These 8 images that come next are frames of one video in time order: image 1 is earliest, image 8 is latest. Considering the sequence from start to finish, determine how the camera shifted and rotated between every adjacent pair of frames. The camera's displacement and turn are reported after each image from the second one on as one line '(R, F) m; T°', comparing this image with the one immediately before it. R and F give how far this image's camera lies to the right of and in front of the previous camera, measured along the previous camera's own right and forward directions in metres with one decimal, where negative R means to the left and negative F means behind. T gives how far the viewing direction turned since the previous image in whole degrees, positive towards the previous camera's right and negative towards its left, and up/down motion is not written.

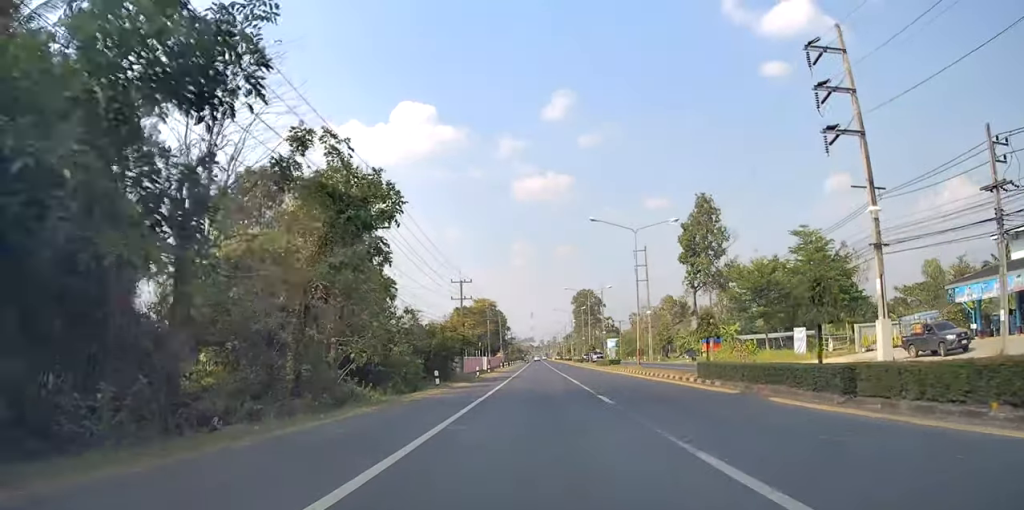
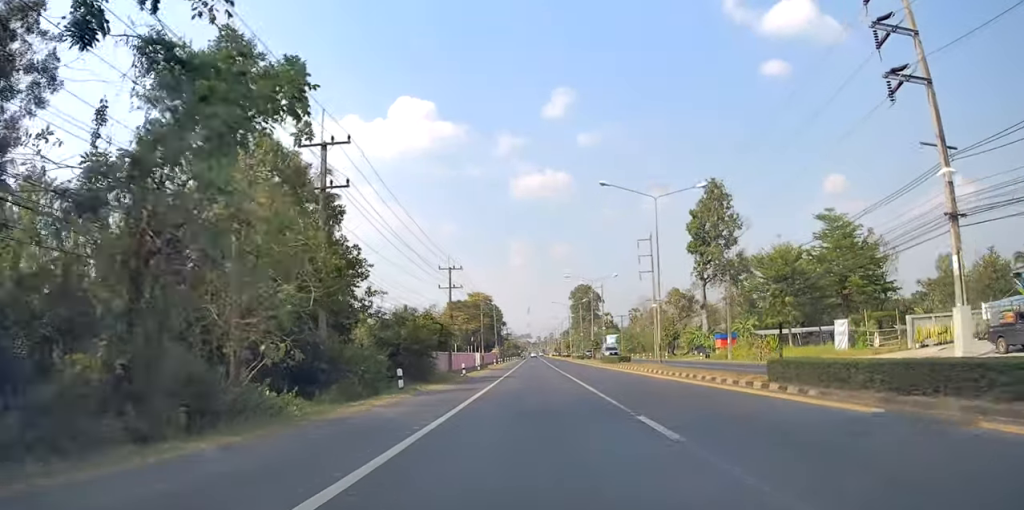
(+0.3, +7.7) m; 0°
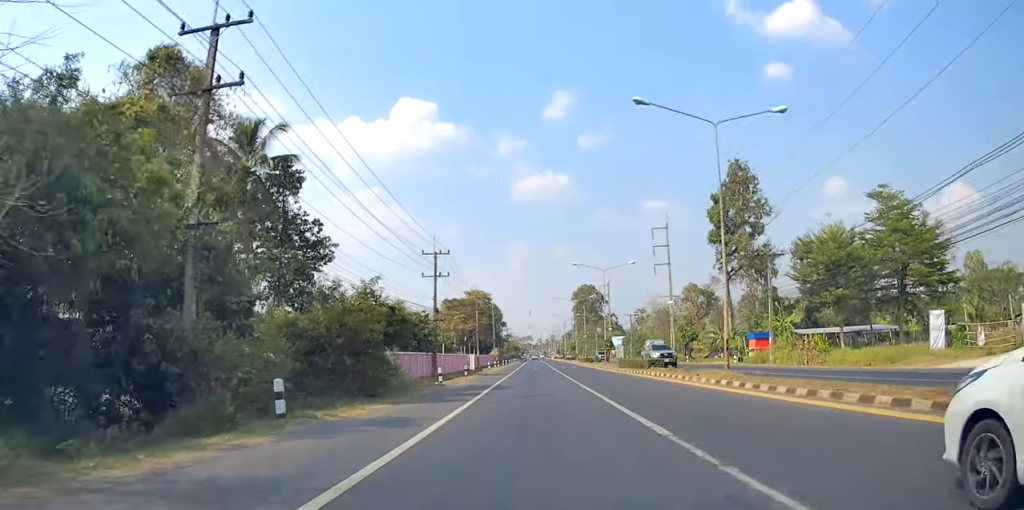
(+0.2, +11.3) m; 0°
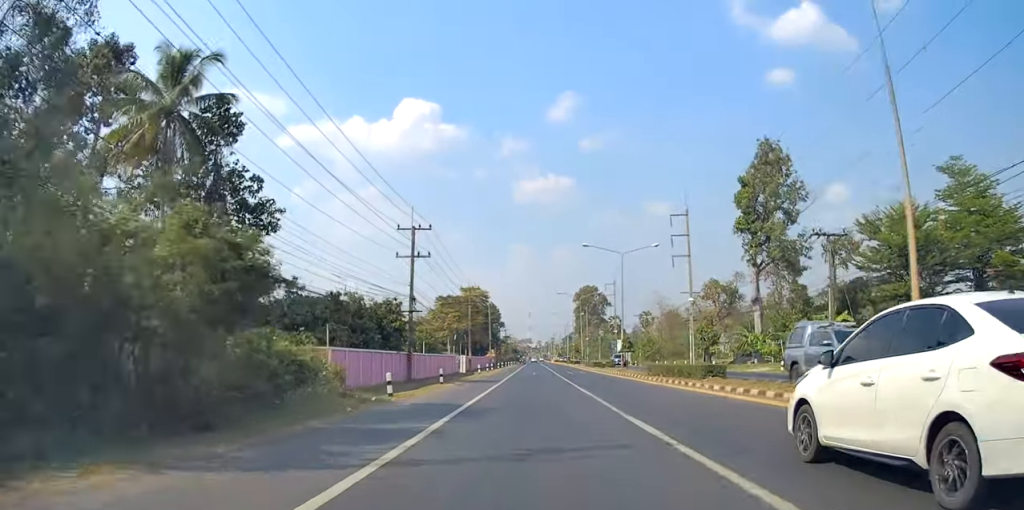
(-0.5, +10.7) m; 0°
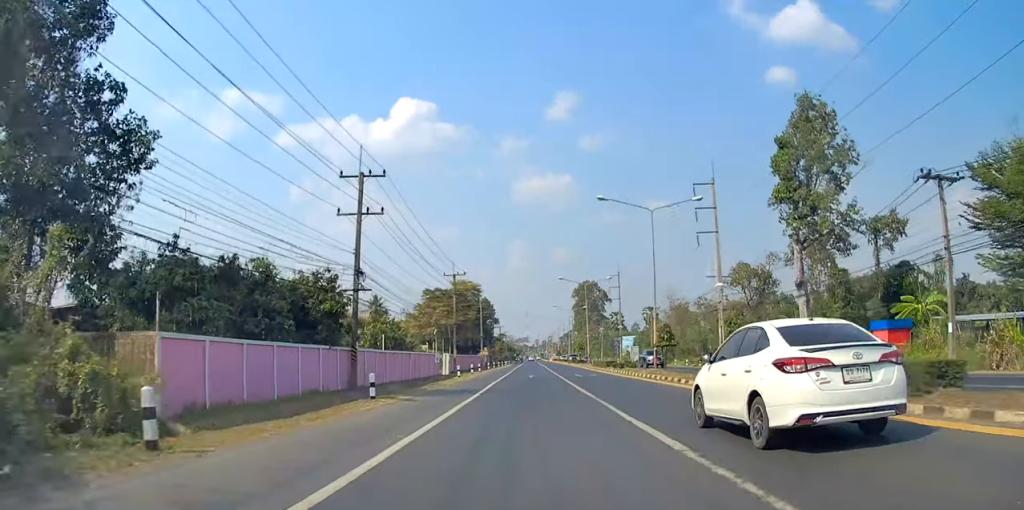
(+0.3, +14.2) m; +2°
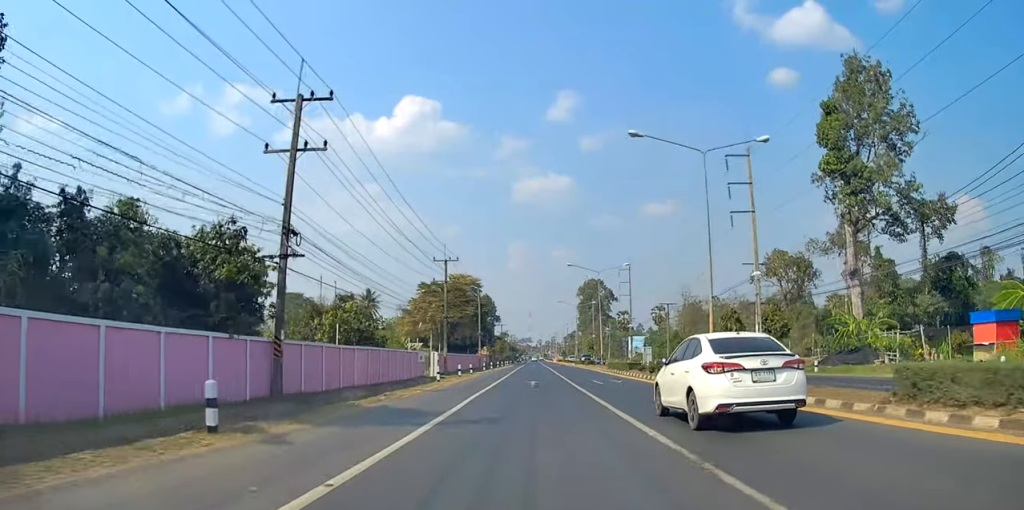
(+0.2, +9.8) m; +1°
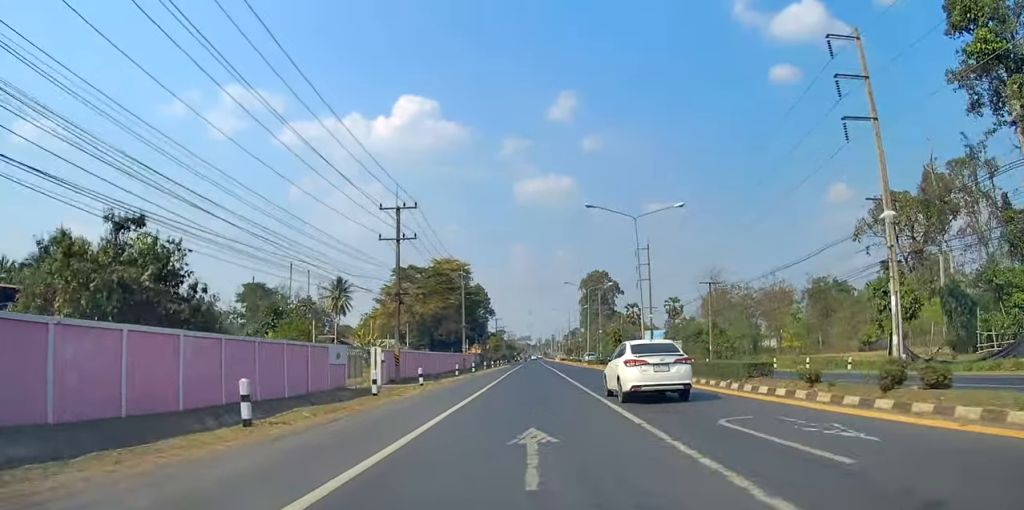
(0.0, +22.7) m; 0°
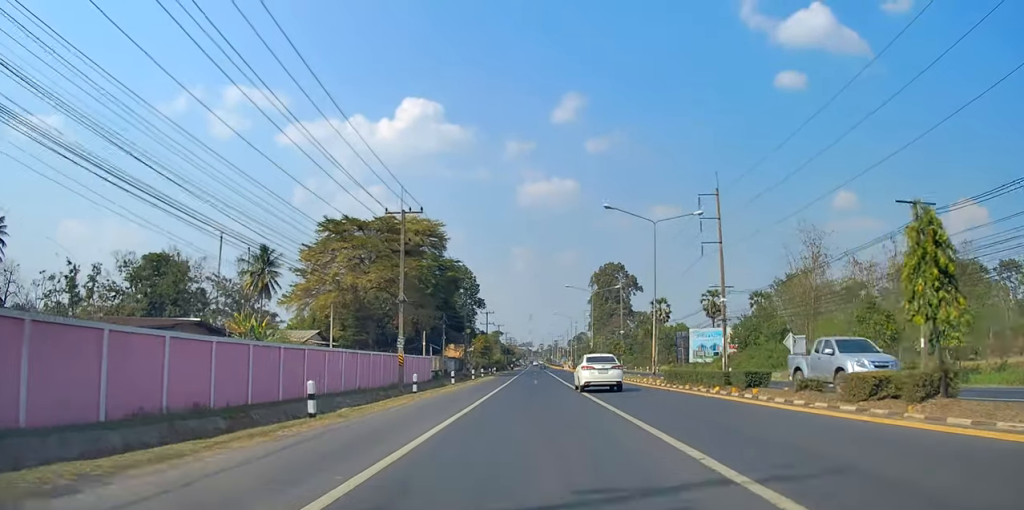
(+0.2, +38.4) m; 0°
